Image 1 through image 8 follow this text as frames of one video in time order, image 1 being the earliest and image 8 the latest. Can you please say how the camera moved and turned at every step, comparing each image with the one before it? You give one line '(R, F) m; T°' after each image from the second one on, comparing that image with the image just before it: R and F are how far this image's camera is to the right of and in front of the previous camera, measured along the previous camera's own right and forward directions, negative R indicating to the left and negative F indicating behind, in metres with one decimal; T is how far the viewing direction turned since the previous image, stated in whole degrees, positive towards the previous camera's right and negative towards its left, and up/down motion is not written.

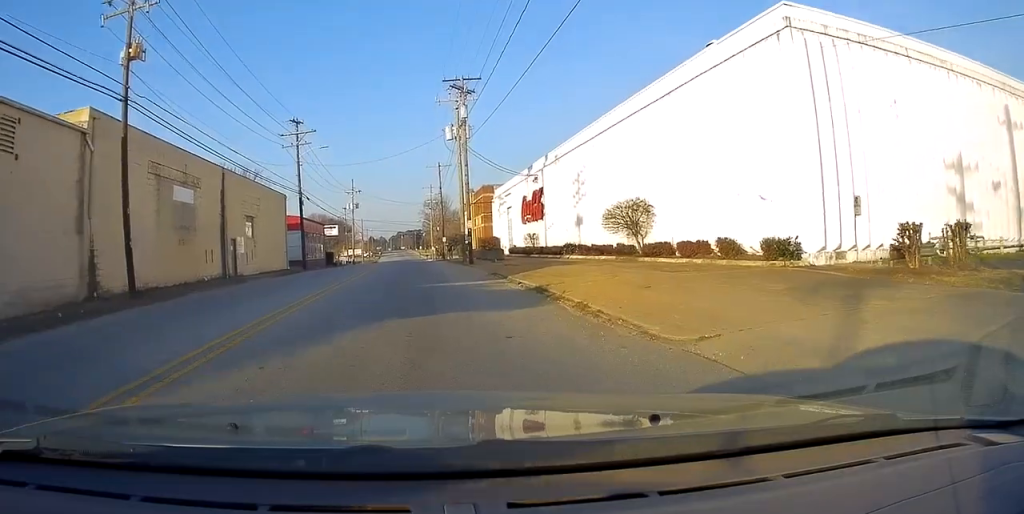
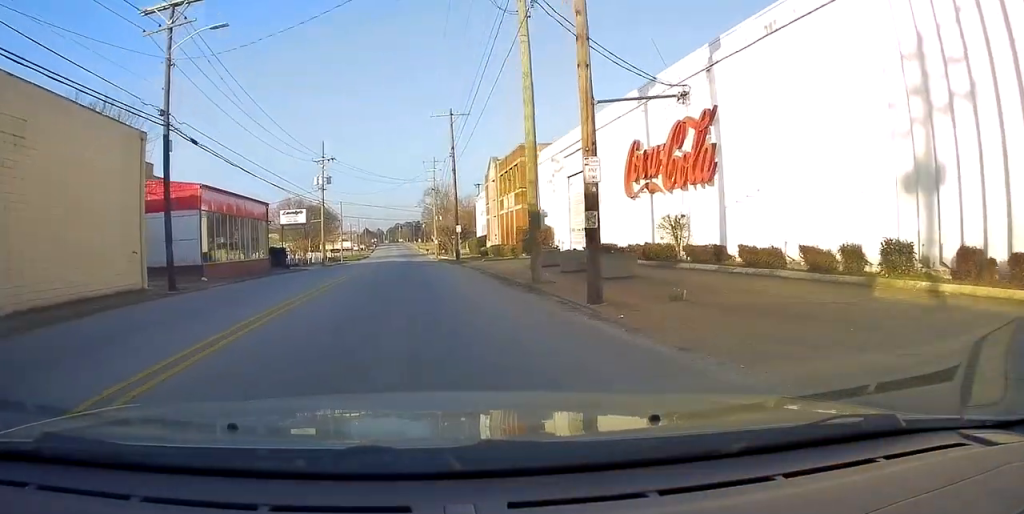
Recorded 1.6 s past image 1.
(+0.3, +24.9) m; -1°
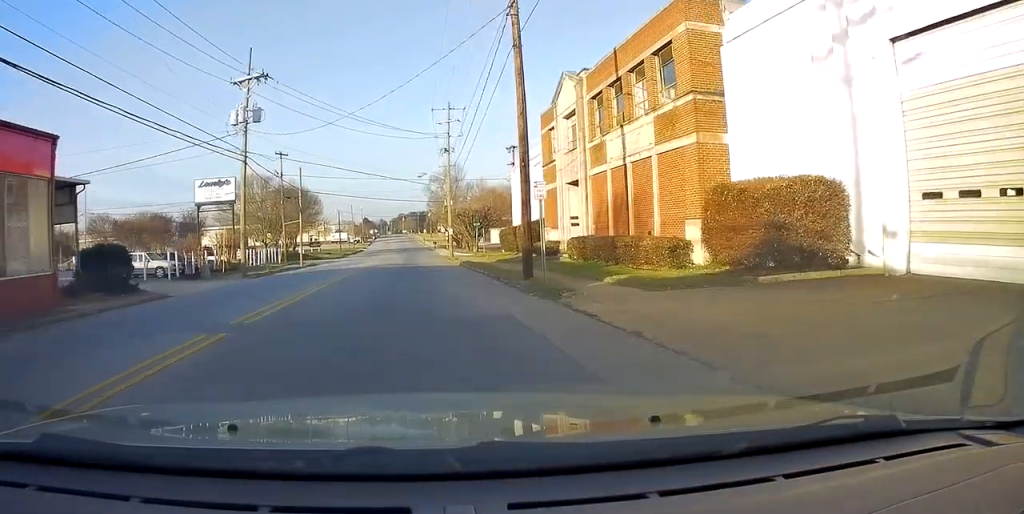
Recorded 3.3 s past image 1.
(+0.1, +26.8) m; +1°
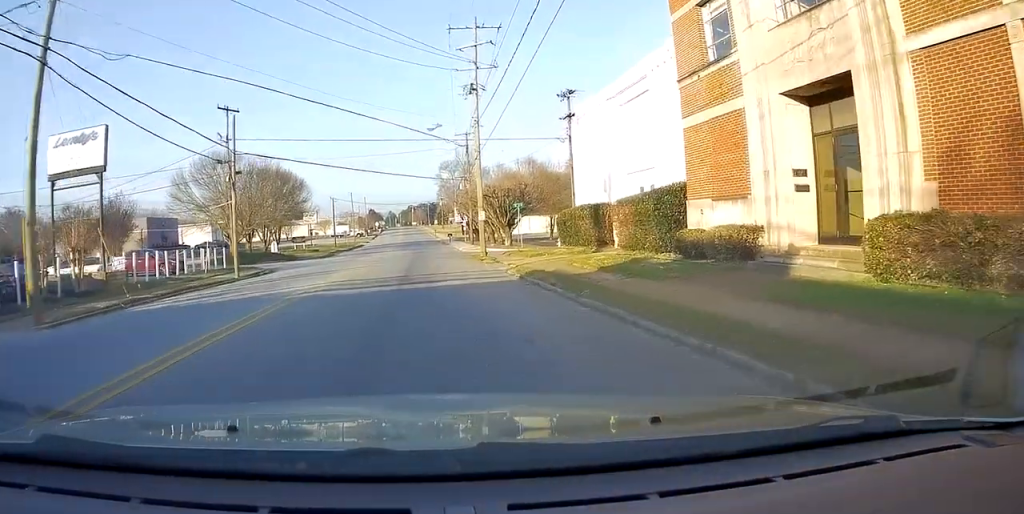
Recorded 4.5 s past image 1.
(0.0, +18.3) m; 0°
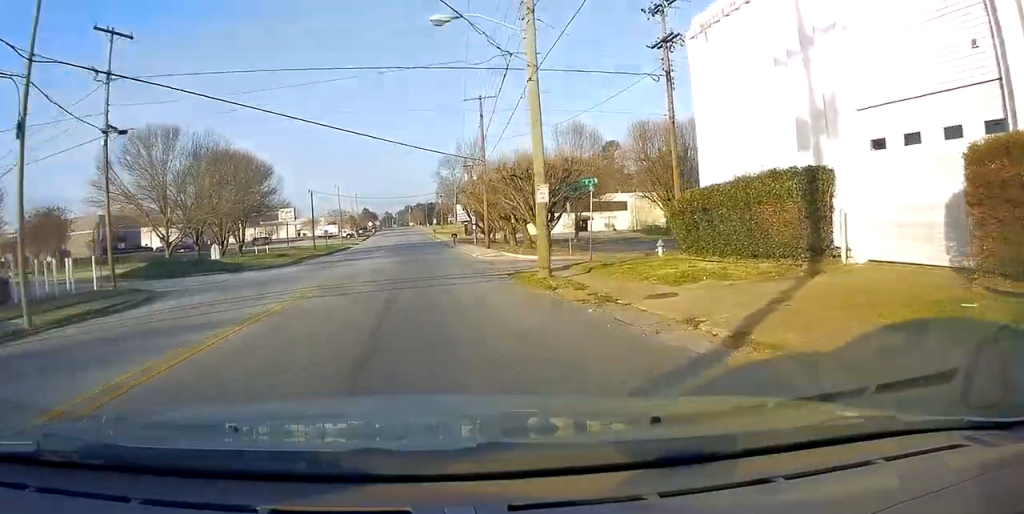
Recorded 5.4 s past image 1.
(+0.1, +15.9) m; 0°
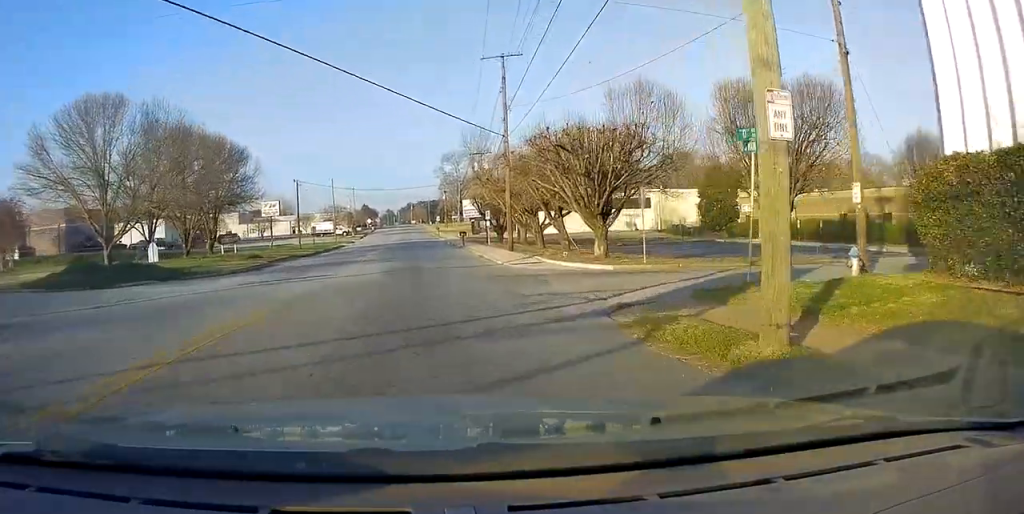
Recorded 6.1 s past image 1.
(0.0, +10.2) m; 0°
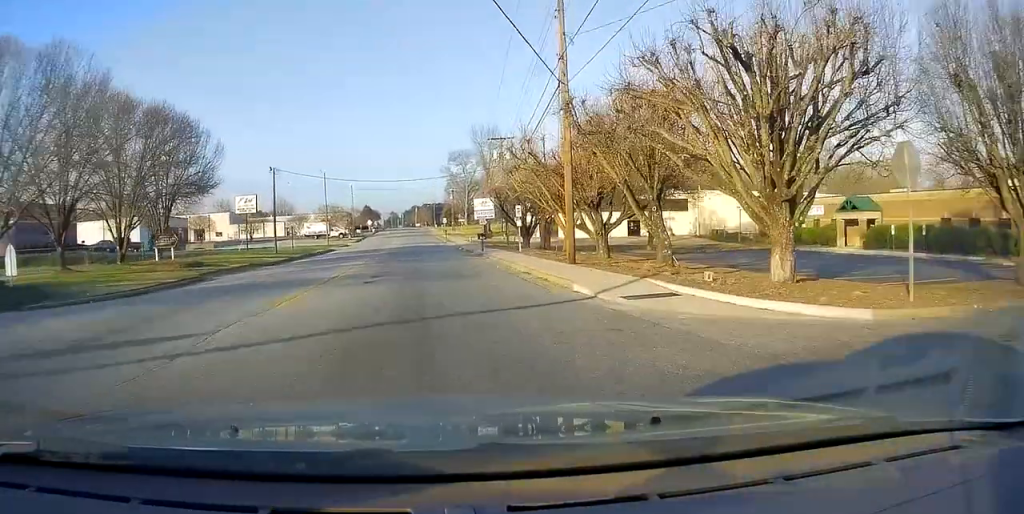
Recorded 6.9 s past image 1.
(-0.1, +12.7) m; -1°
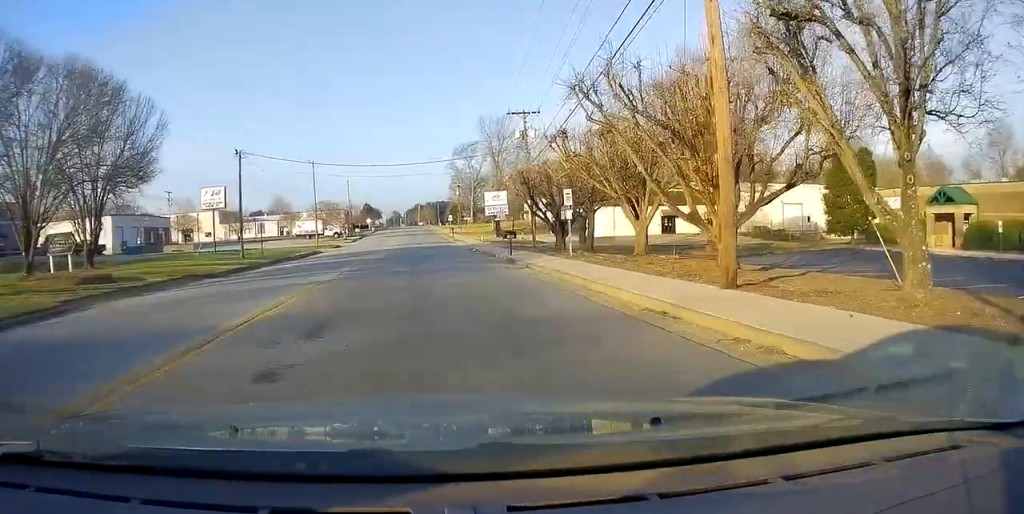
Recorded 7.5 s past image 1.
(-0.1, +11.0) m; -1°
